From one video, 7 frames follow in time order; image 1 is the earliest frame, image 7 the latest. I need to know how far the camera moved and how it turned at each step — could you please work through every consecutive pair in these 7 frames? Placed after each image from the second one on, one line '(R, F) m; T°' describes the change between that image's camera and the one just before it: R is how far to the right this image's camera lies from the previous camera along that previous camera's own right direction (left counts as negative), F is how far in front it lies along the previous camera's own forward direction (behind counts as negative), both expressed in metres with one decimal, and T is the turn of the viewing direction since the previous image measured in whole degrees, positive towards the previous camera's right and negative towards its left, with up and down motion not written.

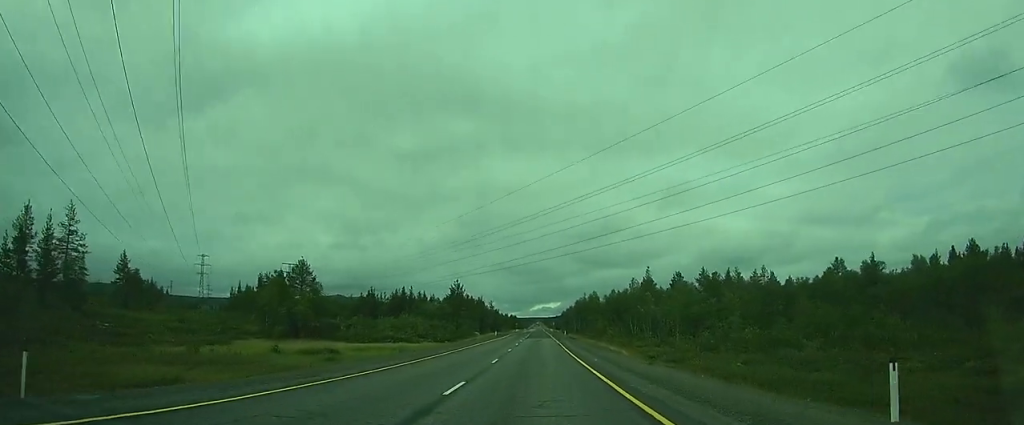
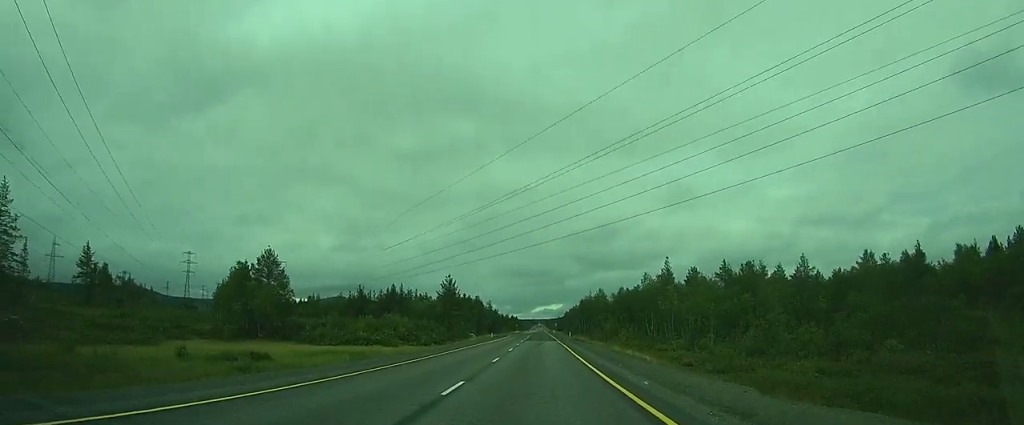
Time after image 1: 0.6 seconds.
(0.0, +13.7) m; 0°
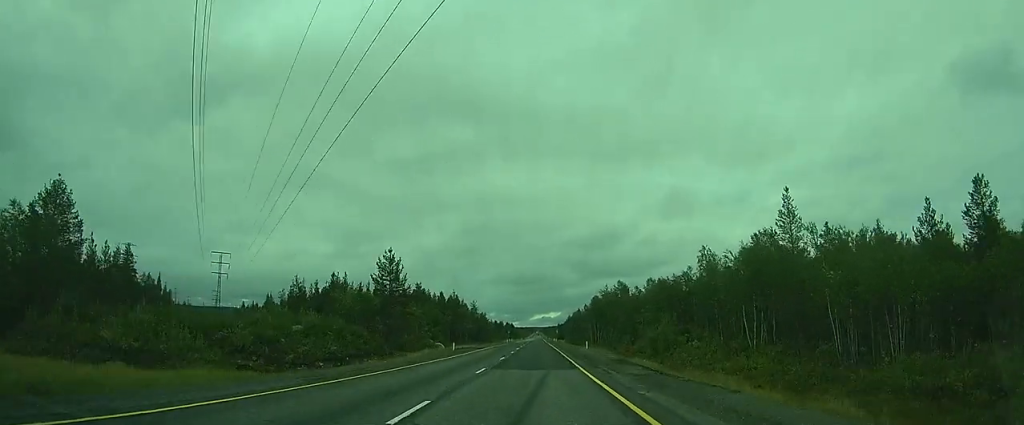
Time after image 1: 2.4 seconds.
(+0.6, +42.4) m; +2°
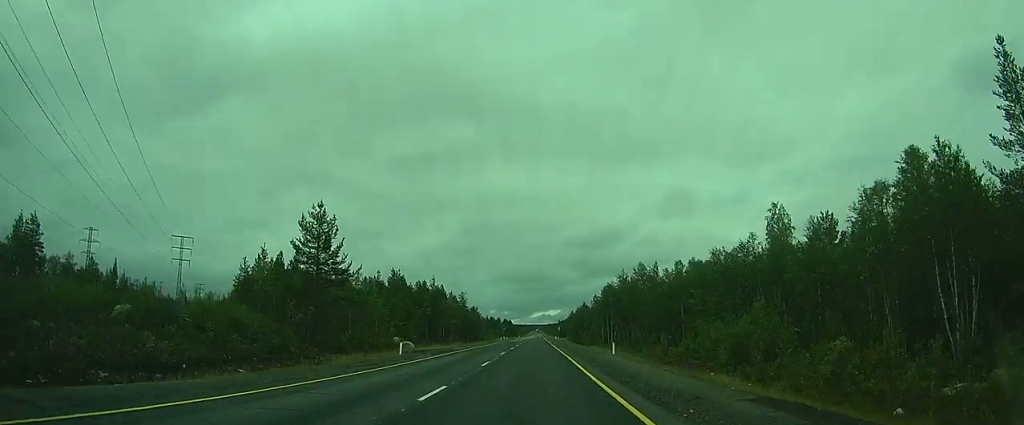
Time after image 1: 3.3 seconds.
(+0.2, +21.8) m; +1°
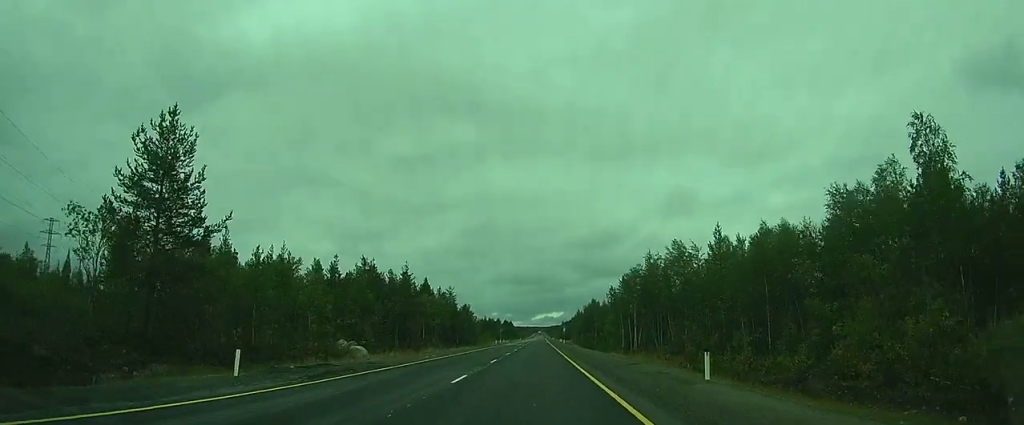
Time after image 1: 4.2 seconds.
(+0.1, +19.3) m; 0°
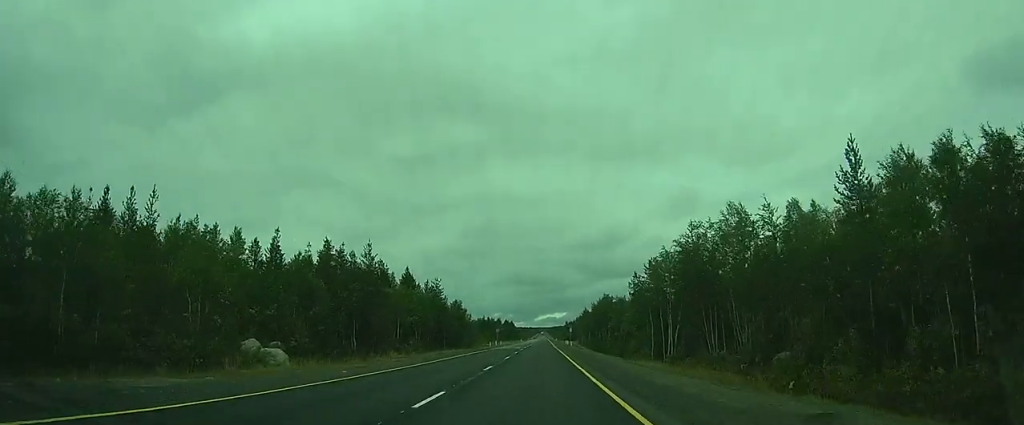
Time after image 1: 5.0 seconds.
(0.0, +15.6) m; 0°
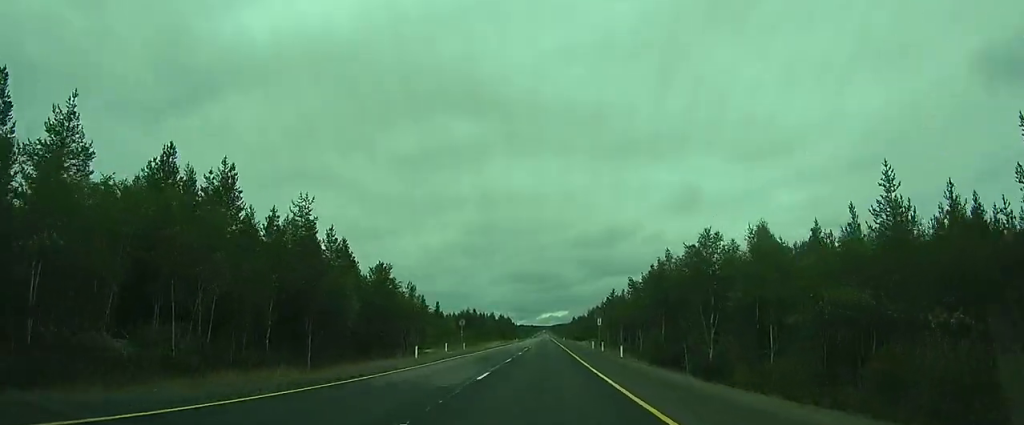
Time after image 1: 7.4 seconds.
(-0.3, +44.8) m; -1°
